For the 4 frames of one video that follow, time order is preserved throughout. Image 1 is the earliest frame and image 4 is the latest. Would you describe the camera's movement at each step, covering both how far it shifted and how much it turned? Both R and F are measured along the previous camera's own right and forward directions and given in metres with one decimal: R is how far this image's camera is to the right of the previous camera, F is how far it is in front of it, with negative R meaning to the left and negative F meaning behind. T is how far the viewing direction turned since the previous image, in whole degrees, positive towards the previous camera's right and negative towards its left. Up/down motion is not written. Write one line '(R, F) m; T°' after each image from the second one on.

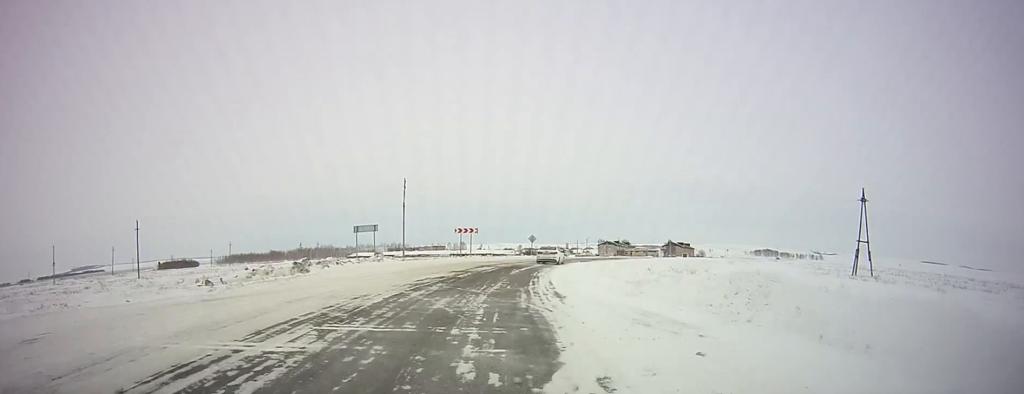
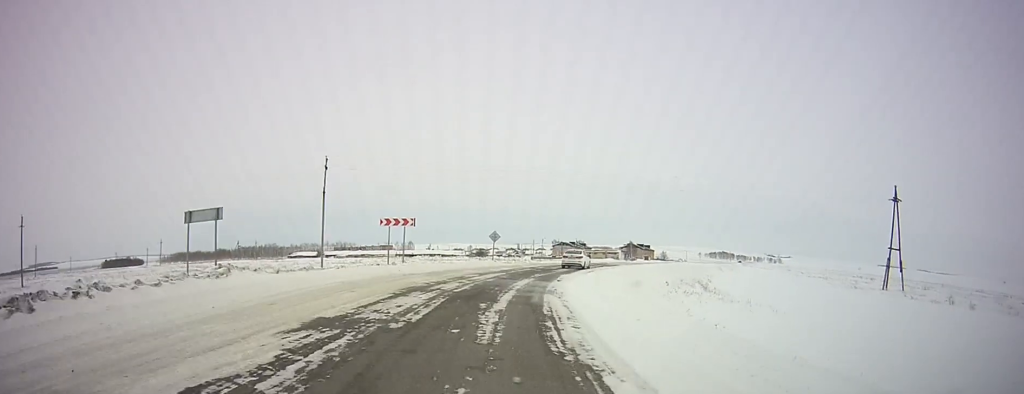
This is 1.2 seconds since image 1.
(+0.5, +20.6) m; +3°
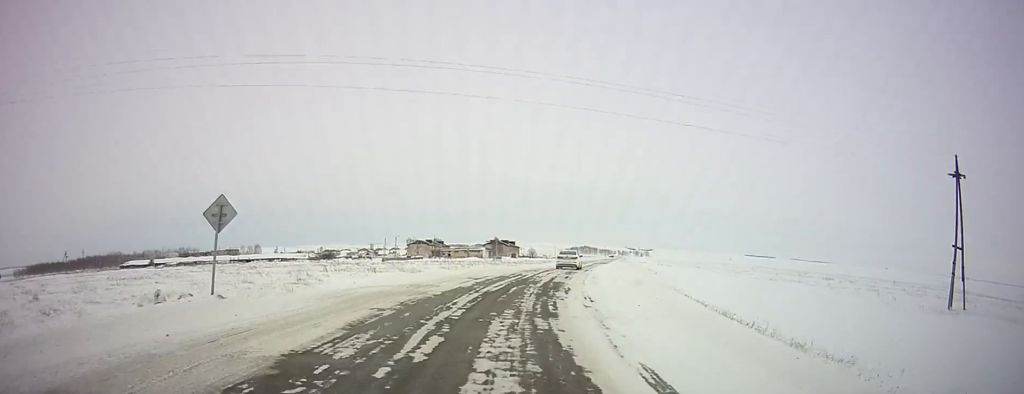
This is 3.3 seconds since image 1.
(+2.3, +34.3) m; +9°
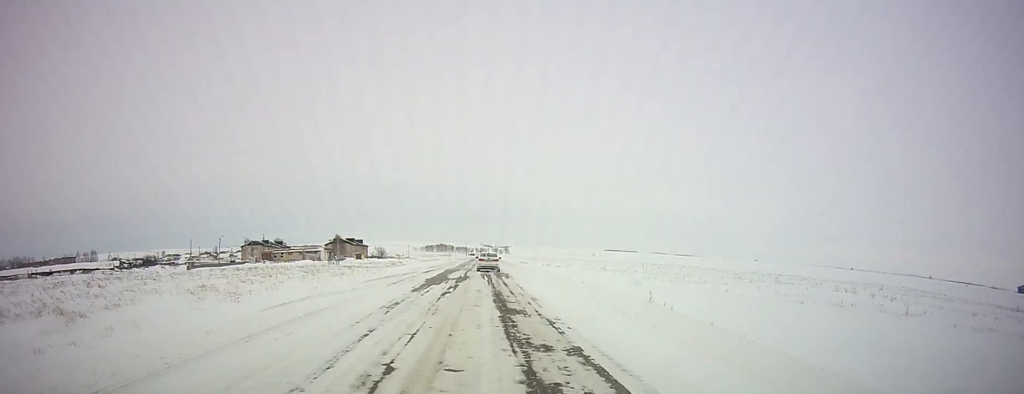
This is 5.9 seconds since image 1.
(+5.4, +42.1) m; +16°
